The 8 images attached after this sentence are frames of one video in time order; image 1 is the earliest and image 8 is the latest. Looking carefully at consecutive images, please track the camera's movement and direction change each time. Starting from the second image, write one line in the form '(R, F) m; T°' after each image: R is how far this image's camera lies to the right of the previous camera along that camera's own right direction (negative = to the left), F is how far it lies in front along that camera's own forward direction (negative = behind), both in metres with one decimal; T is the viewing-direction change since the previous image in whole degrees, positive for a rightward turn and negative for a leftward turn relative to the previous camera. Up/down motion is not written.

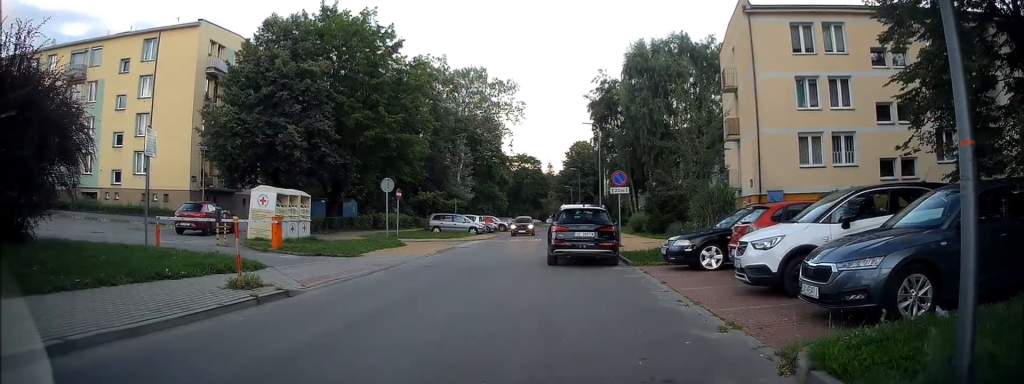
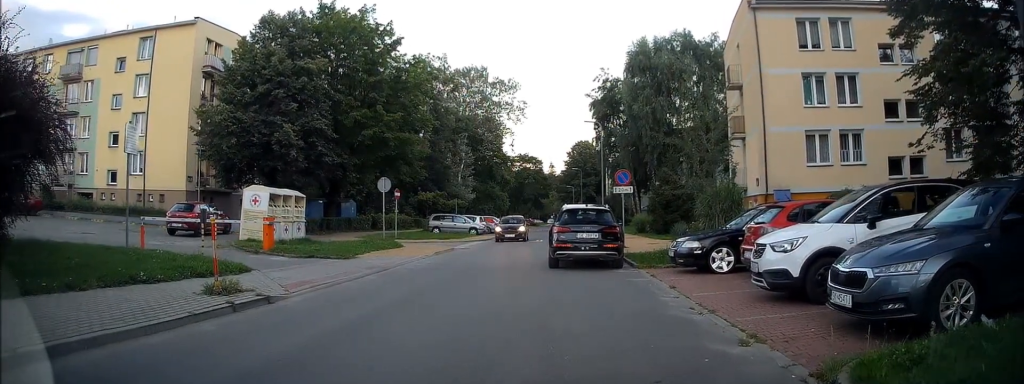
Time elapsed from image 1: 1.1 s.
(-0.2, +0.7) m; 0°
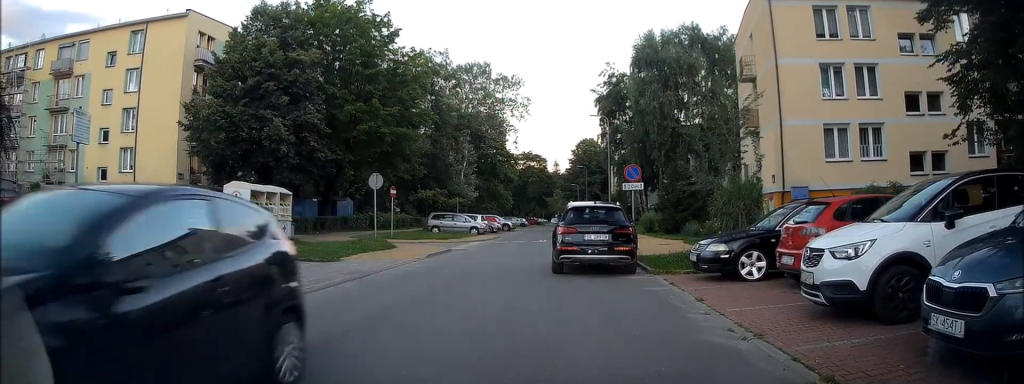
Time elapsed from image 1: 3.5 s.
(+0.4, +1.3) m; 0°
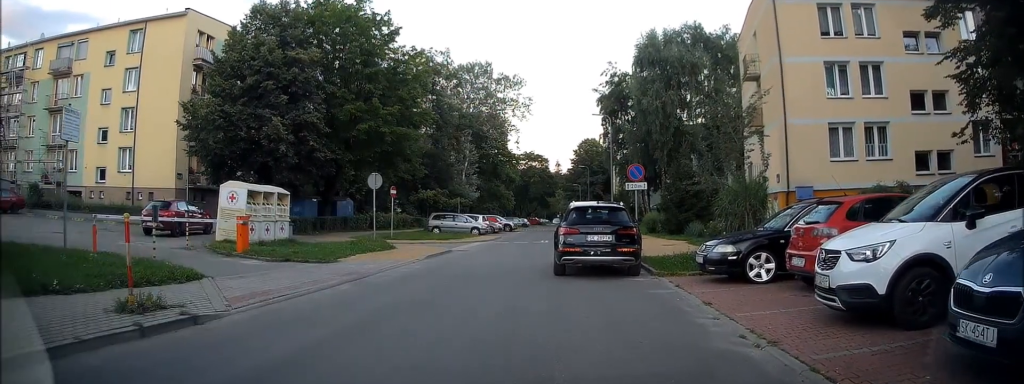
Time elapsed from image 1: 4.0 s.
(+0.2, +0.4) m; 0°
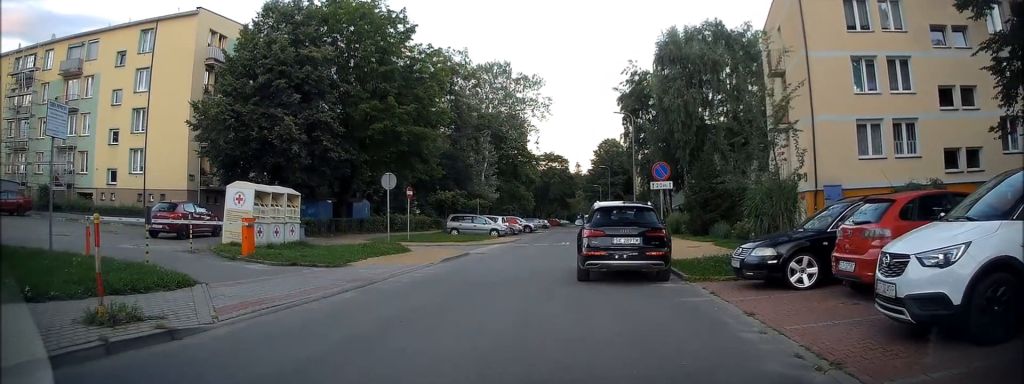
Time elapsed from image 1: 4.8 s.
(+0.3, +0.9) m; 0°
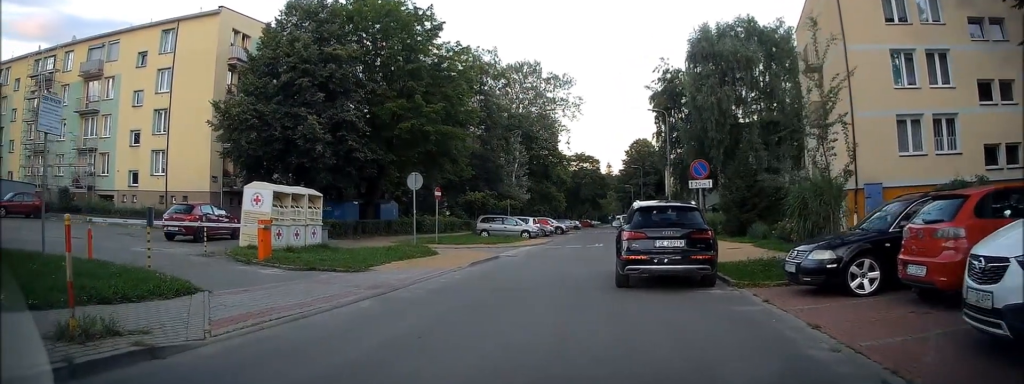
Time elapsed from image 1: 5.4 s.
(0.0, +0.9) m; -1°
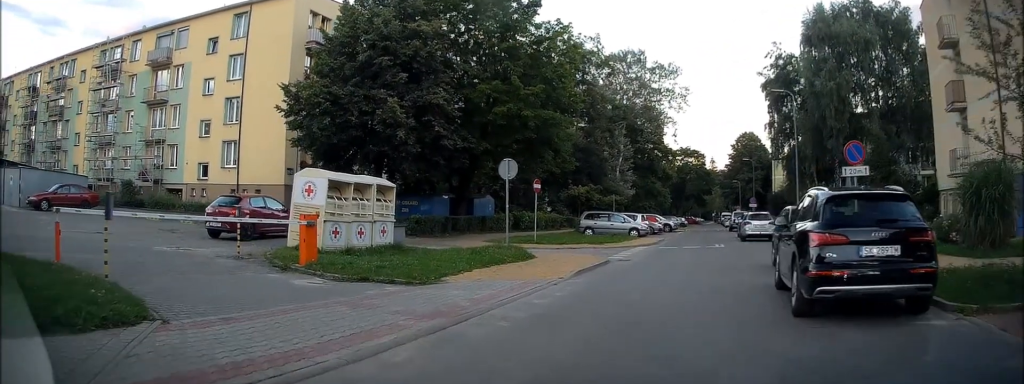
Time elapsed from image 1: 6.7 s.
(0.0, +3.3) m; -3°
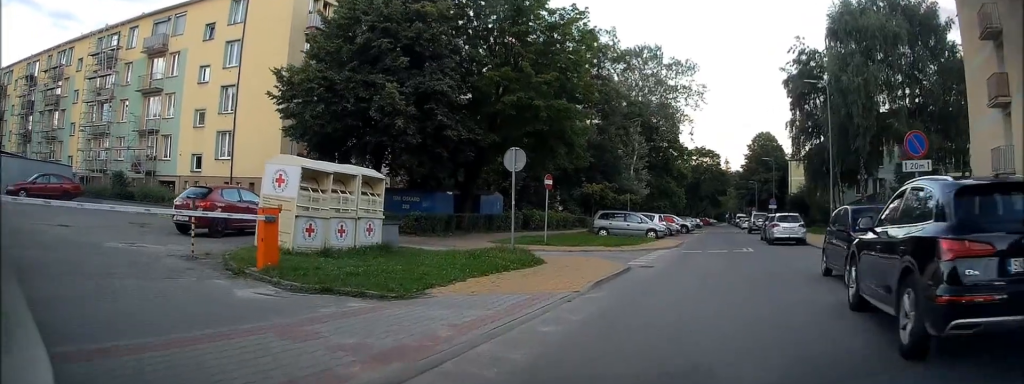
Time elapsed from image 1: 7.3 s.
(-0.1, +2.2) m; -2°
